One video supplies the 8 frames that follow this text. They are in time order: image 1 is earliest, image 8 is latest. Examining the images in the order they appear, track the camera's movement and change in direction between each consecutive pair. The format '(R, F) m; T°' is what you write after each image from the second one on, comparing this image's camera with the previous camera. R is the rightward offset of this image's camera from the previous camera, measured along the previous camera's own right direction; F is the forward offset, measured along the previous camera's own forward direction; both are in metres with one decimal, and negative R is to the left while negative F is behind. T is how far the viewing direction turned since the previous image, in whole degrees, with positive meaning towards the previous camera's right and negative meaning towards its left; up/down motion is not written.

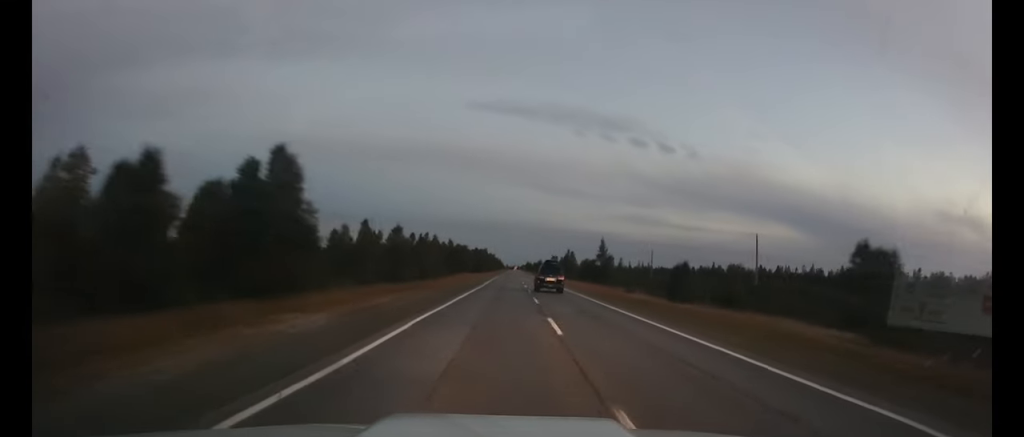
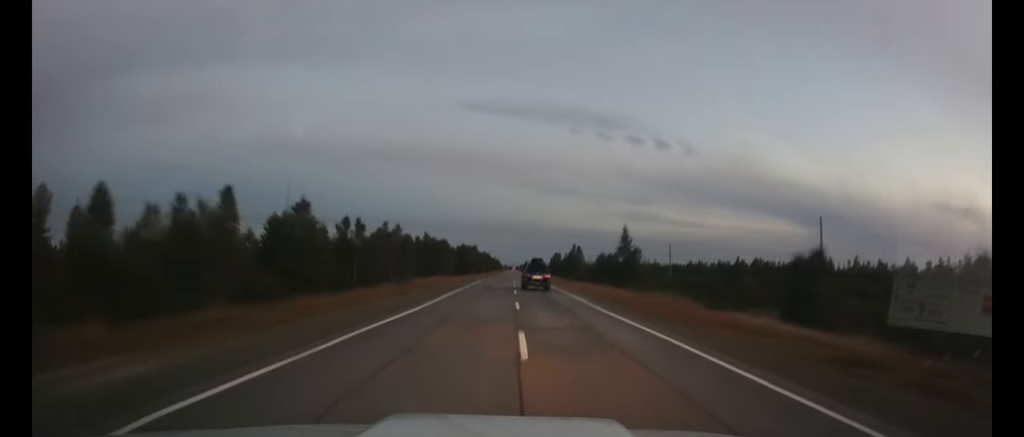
(+0.2, +28.3) m; +1°
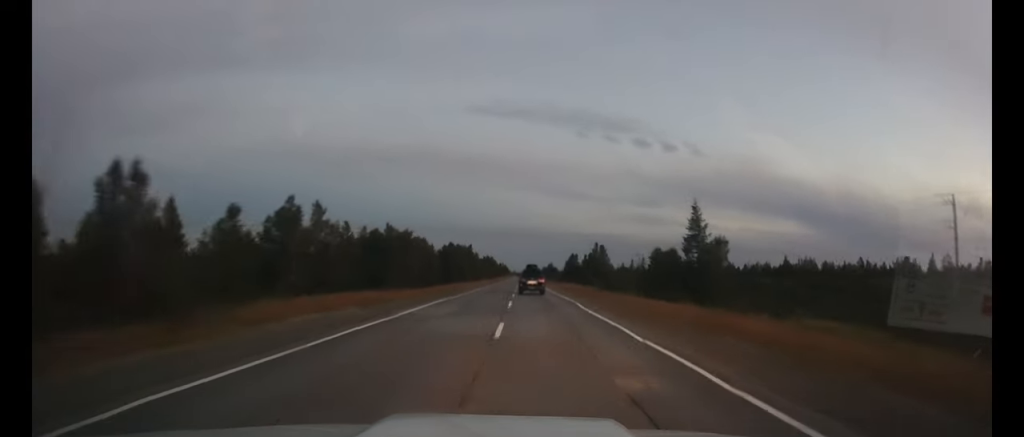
(0.0, +32.6) m; 0°
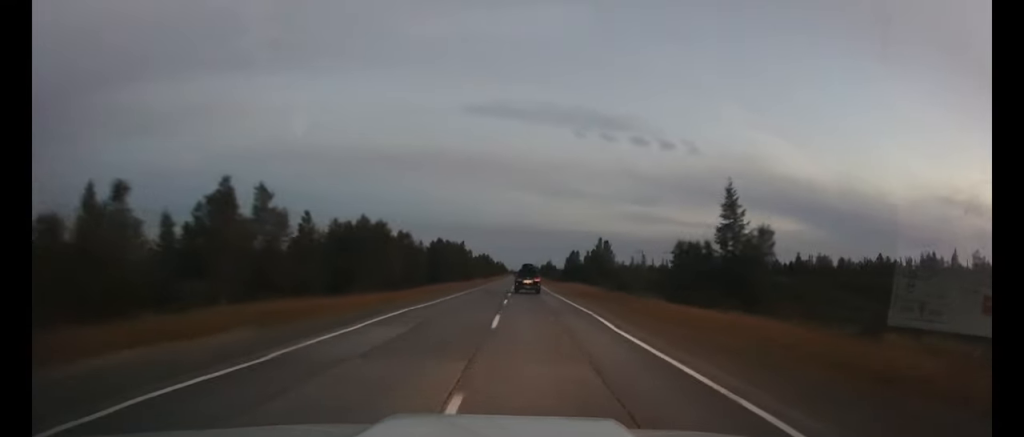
(0.0, +9.8) m; 0°
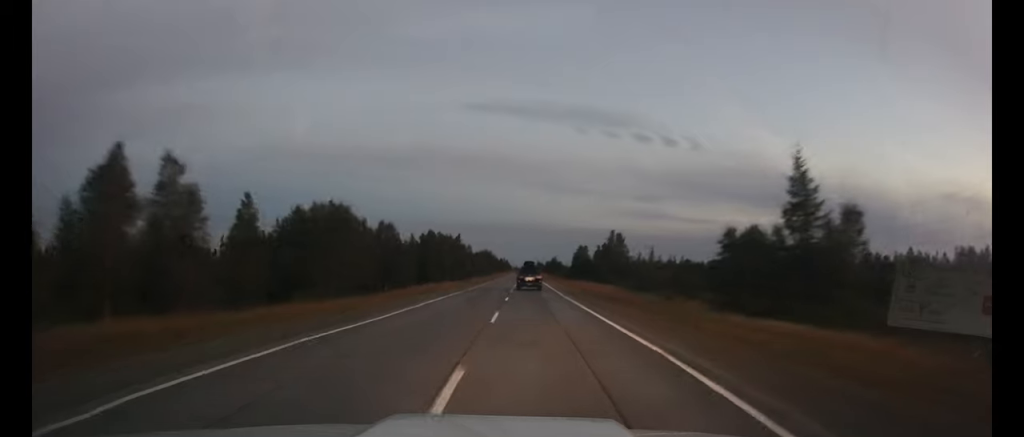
(0.0, +11.1) m; 0°
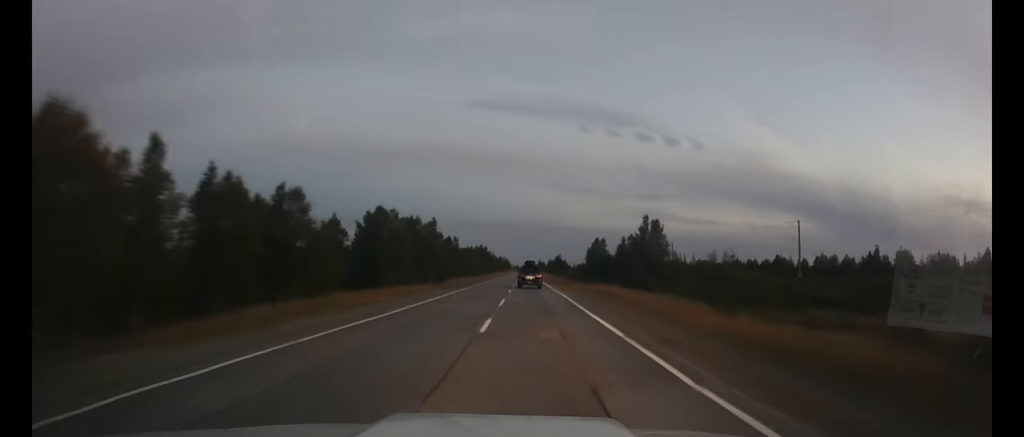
(-0.2, +26.8) m; -1°
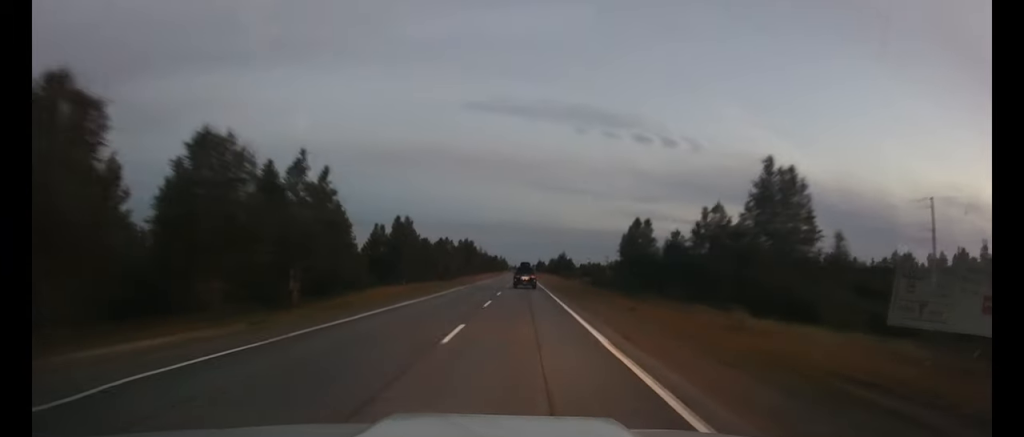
(+0.2, +38.1) m; 0°
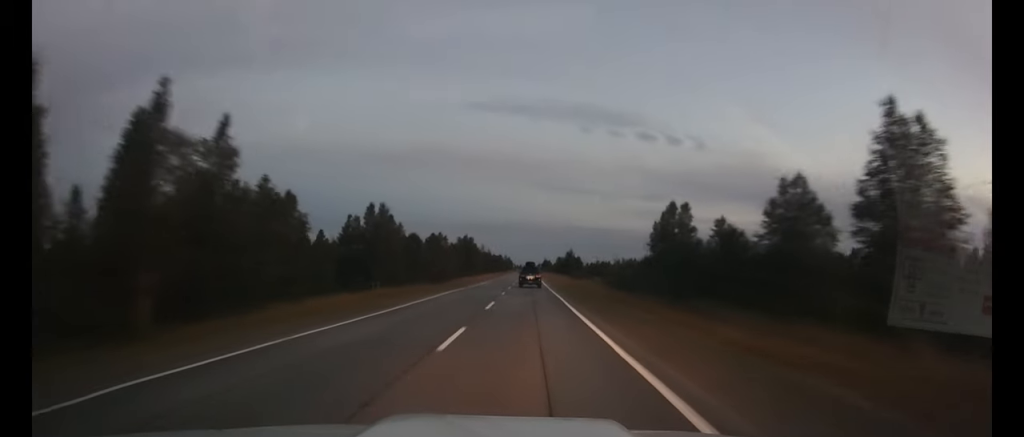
(0.0, +12.9) m; 0°
